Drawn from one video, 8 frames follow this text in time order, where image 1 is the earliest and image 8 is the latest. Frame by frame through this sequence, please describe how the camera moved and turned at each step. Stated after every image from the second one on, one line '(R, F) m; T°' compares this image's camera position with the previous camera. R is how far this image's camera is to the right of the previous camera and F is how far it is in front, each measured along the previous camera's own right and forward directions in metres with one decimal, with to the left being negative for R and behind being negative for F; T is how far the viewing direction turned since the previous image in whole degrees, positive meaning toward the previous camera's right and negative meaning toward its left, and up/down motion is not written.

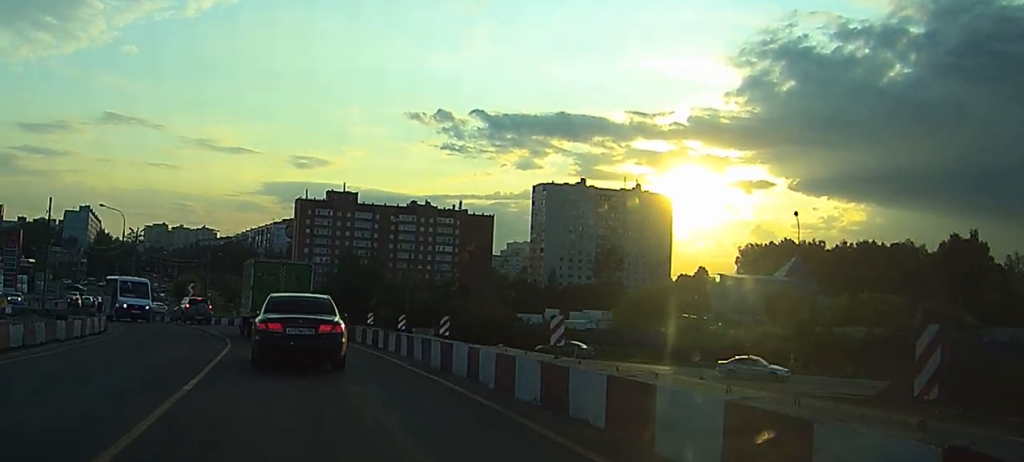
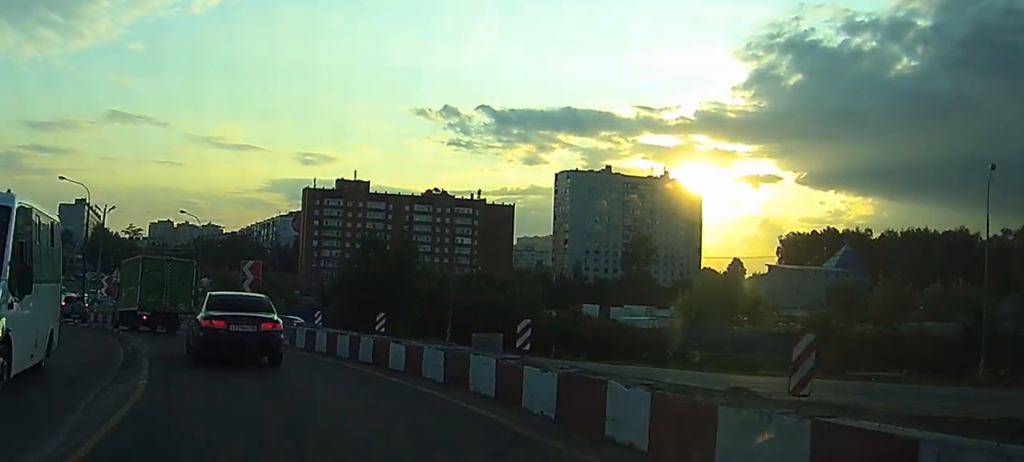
(-0.2, +19.7) m; -3°
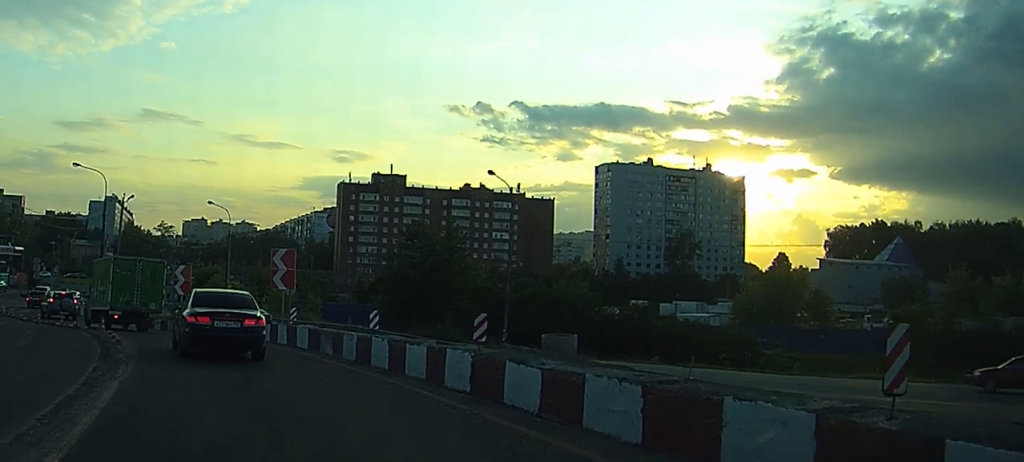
(-0.2, +6.8) m; -1°
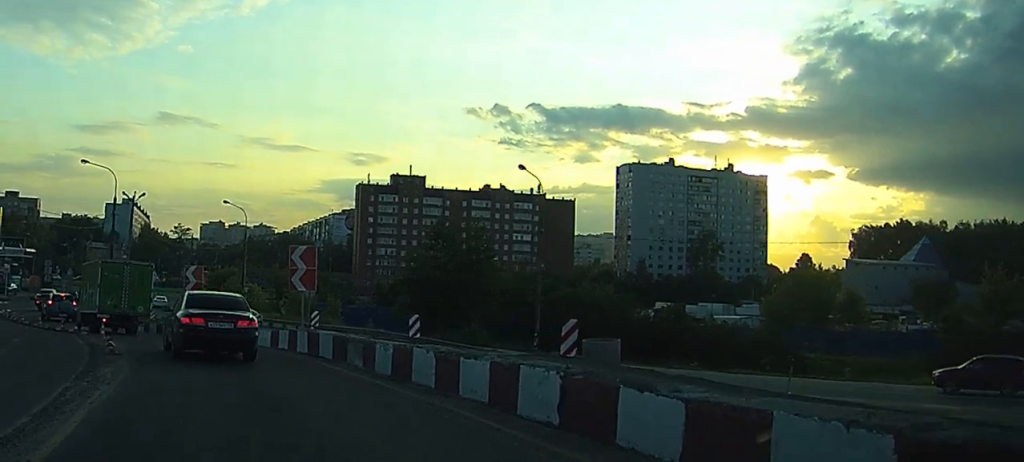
(-0.1, +3.2) m; 0°
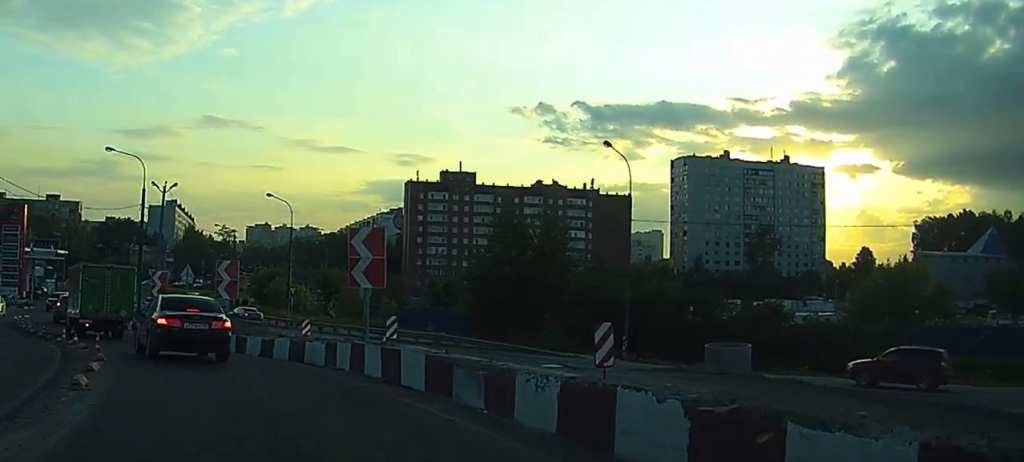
(+0.1, +7.1) m; 0°
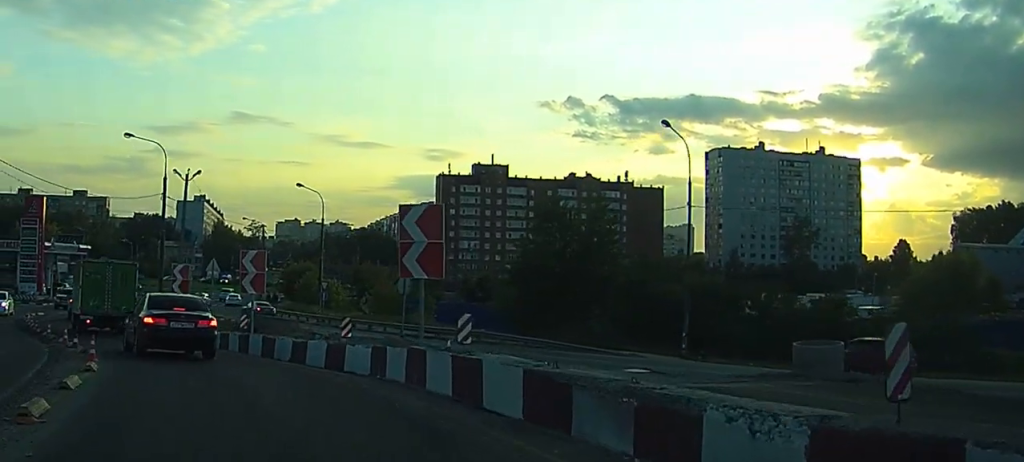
(0.0, +3.6) m; -1°
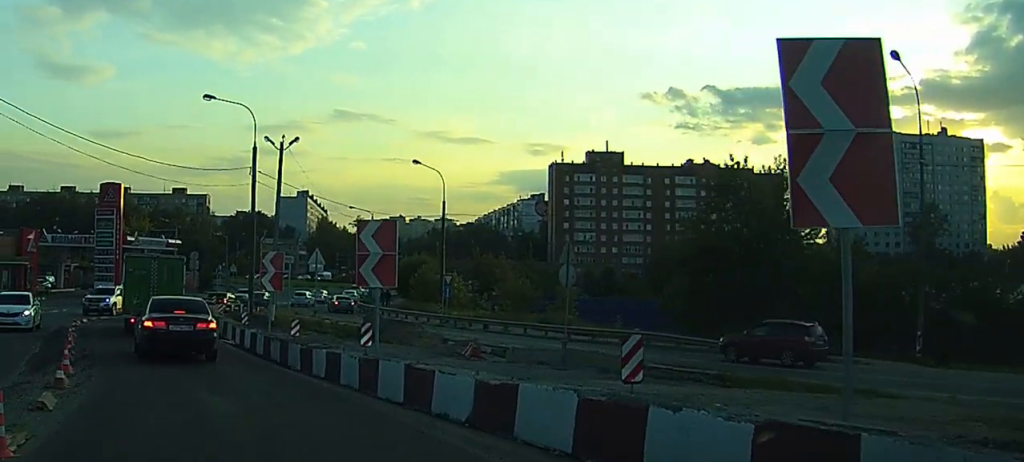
(-0.3, +10.5) m; -5°
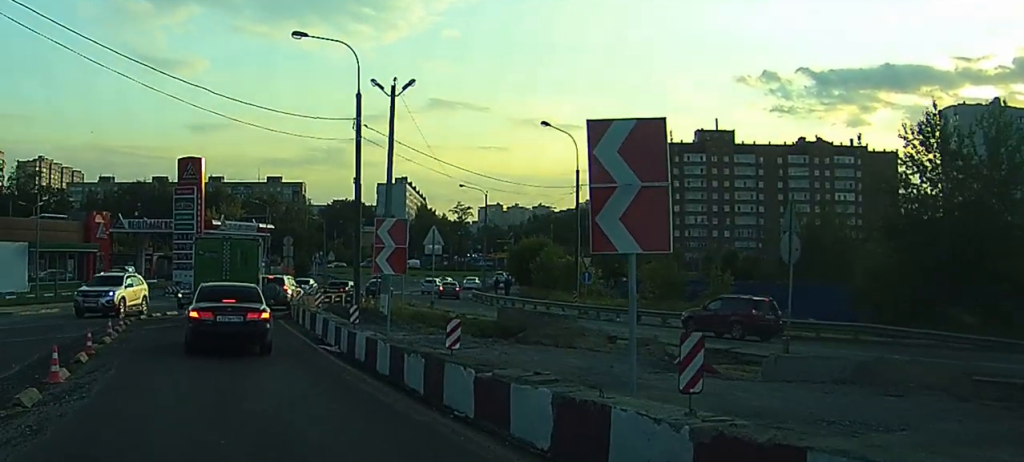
(-0.5, +9.3) m; -4°
